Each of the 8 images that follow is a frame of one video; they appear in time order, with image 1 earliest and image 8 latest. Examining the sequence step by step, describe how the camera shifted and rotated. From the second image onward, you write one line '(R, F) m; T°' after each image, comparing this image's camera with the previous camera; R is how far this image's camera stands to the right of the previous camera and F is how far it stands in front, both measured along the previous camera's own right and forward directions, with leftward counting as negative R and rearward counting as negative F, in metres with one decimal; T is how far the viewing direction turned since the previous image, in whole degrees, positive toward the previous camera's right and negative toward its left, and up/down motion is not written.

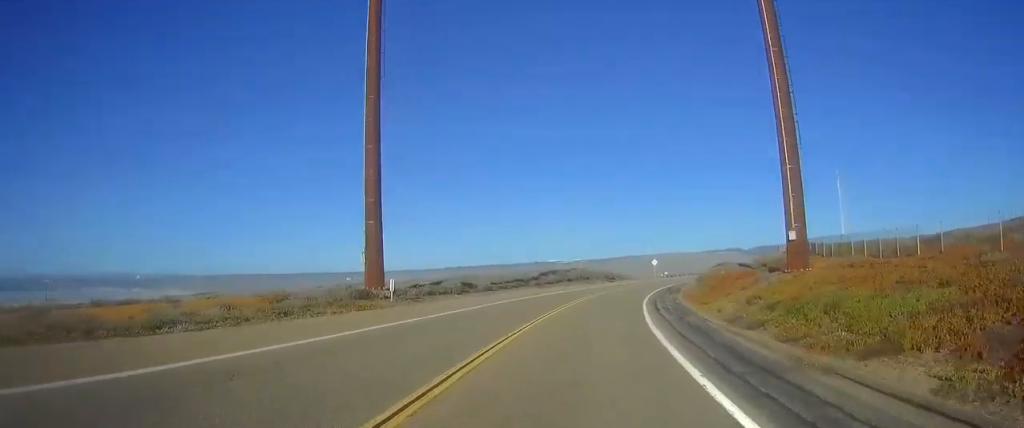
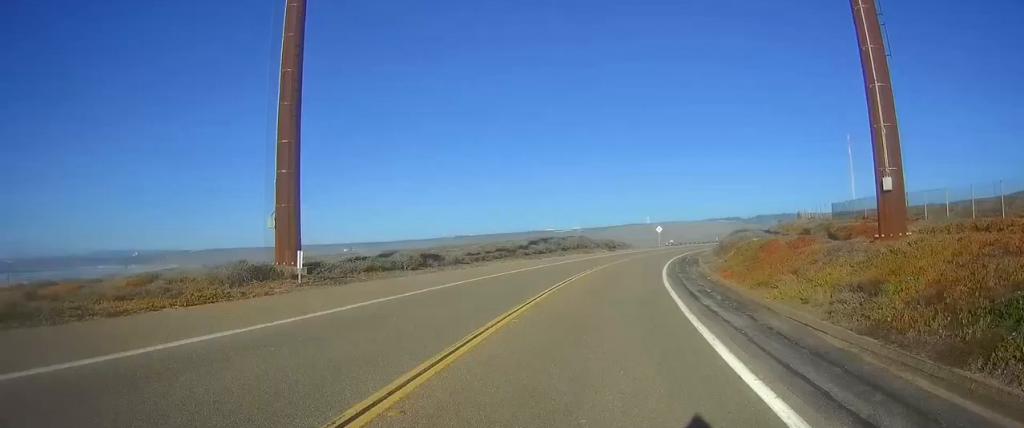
(+0.2, +11.5) m; +1°
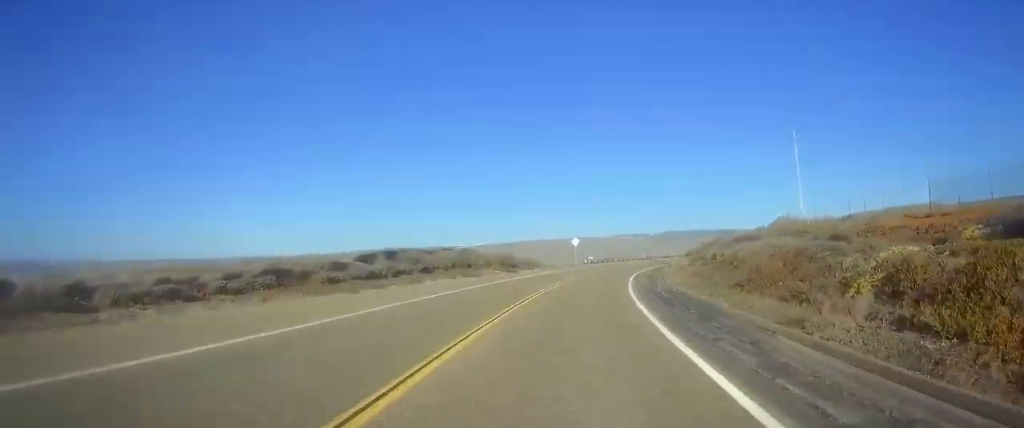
(+0.4, +29.7) m; +3°
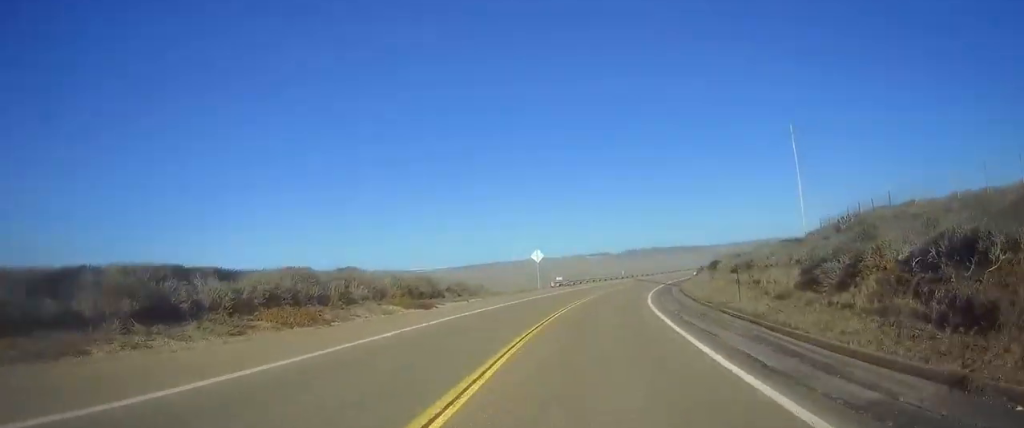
(+1.3, +28.0) m; +5°
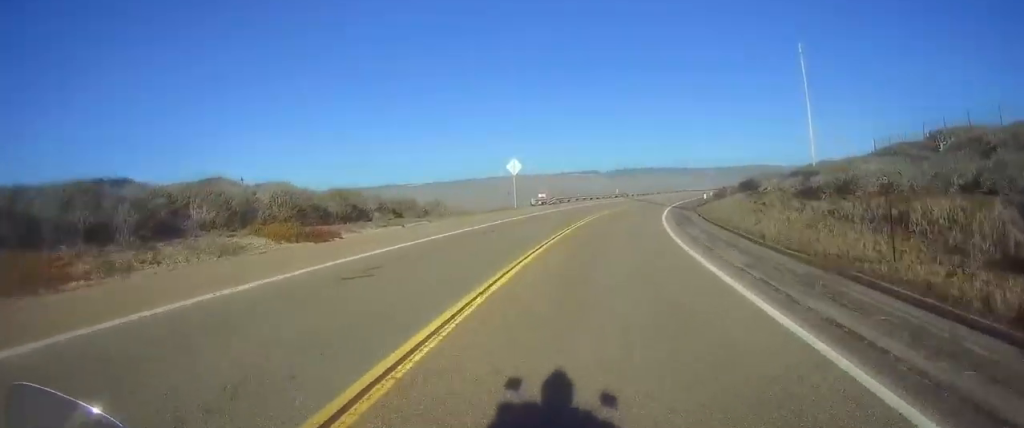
(+0.1, +13.9) m; +3°
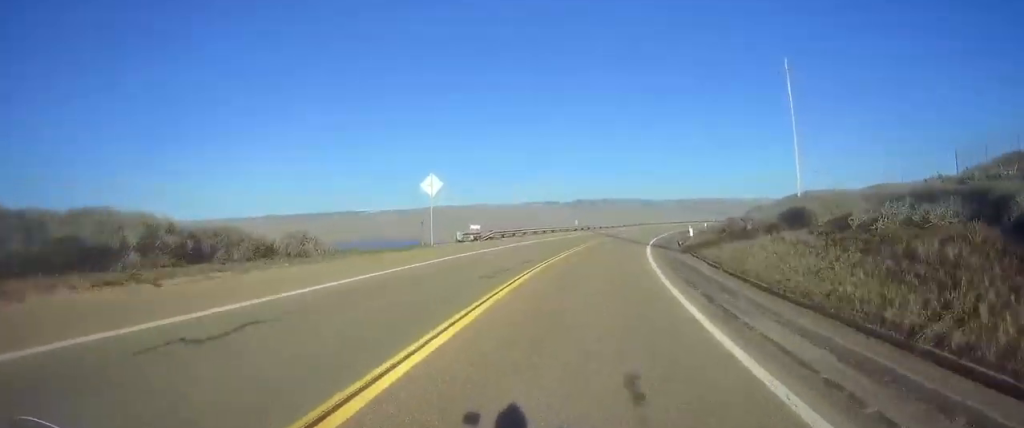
(+0.7, +15.8) m; +3°
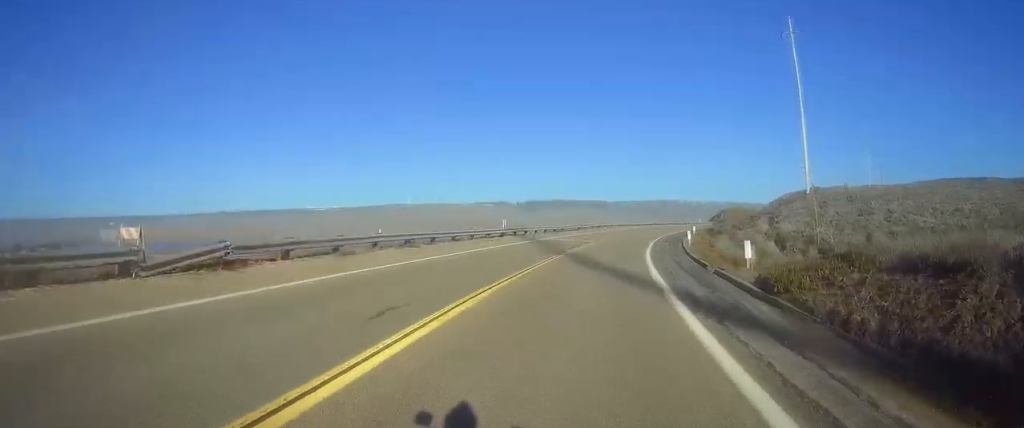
(+1.9, +31.1) m; +10°
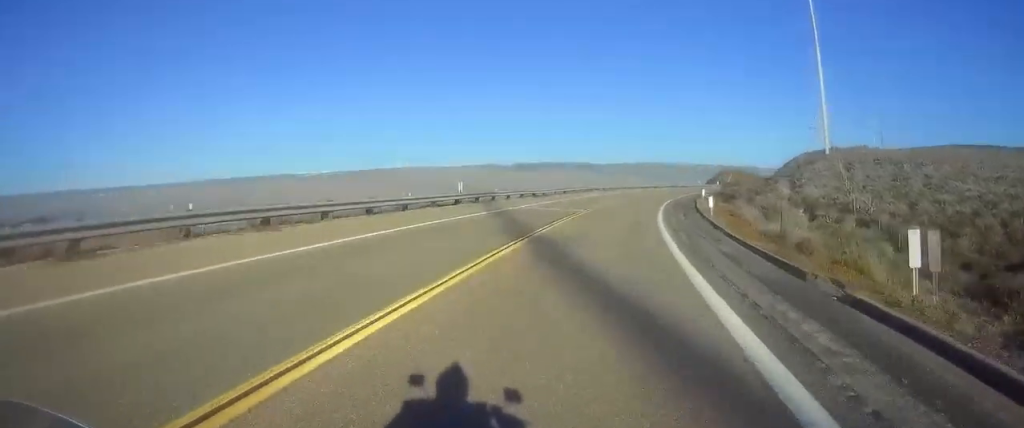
(+1.2, +13.2) m; +4°
